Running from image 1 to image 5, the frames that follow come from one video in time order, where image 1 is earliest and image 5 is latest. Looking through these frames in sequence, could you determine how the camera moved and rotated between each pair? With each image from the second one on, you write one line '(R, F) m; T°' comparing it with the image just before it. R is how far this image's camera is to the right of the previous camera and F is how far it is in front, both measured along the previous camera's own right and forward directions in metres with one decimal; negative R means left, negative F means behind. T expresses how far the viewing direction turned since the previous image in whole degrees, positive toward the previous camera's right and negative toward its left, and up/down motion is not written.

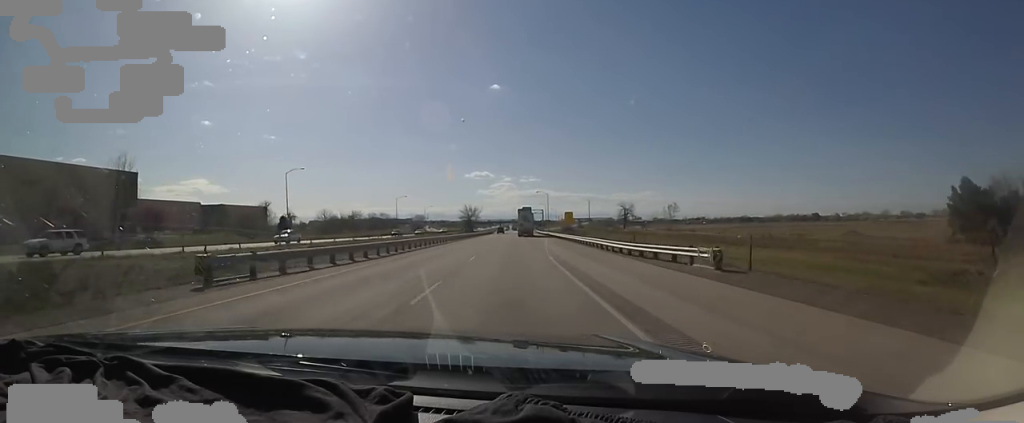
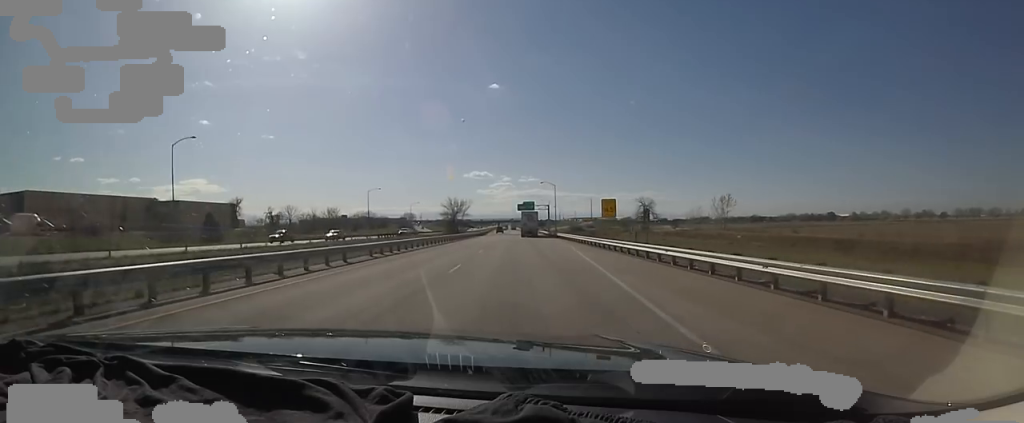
(-0.2, +30.8) m; -1°
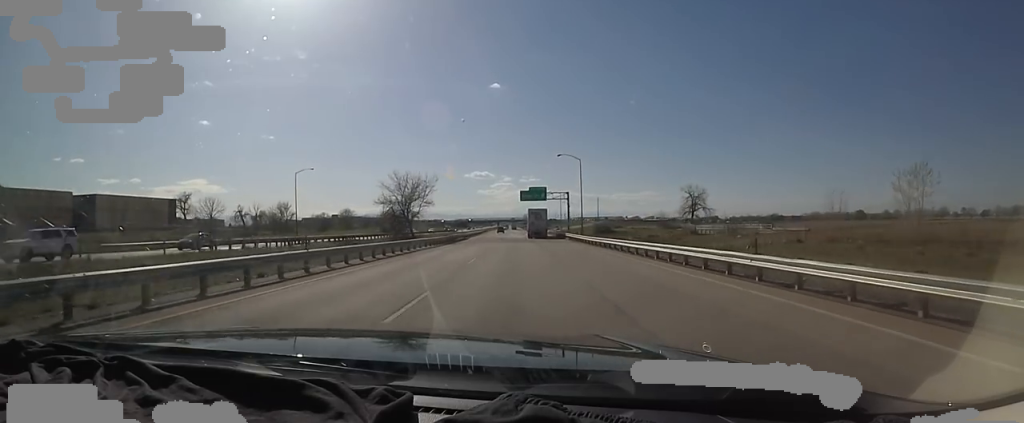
(-0.6, +45.3) m; -1°
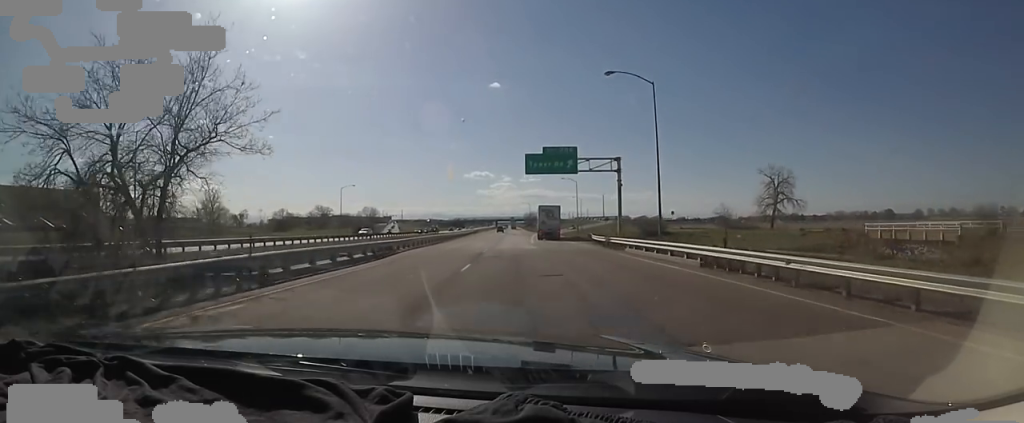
(0.0, +39.6) m; 0°
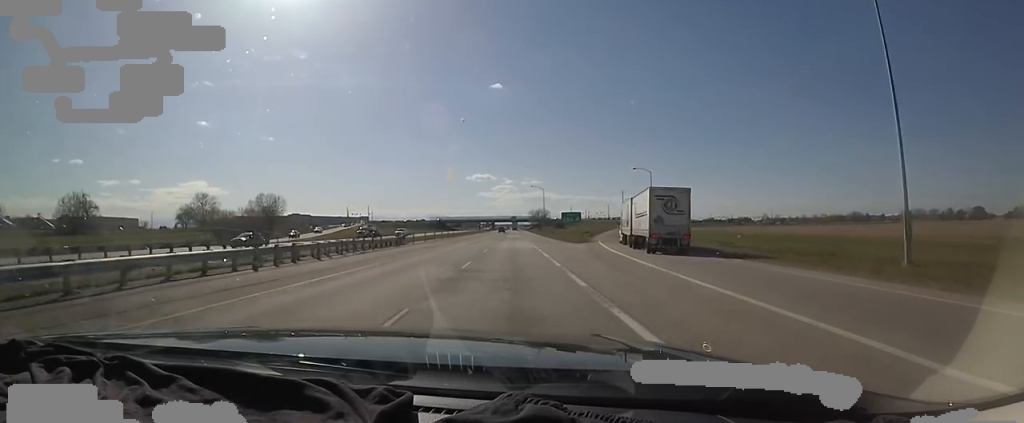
(-0.4, +93.1) m; +2°
